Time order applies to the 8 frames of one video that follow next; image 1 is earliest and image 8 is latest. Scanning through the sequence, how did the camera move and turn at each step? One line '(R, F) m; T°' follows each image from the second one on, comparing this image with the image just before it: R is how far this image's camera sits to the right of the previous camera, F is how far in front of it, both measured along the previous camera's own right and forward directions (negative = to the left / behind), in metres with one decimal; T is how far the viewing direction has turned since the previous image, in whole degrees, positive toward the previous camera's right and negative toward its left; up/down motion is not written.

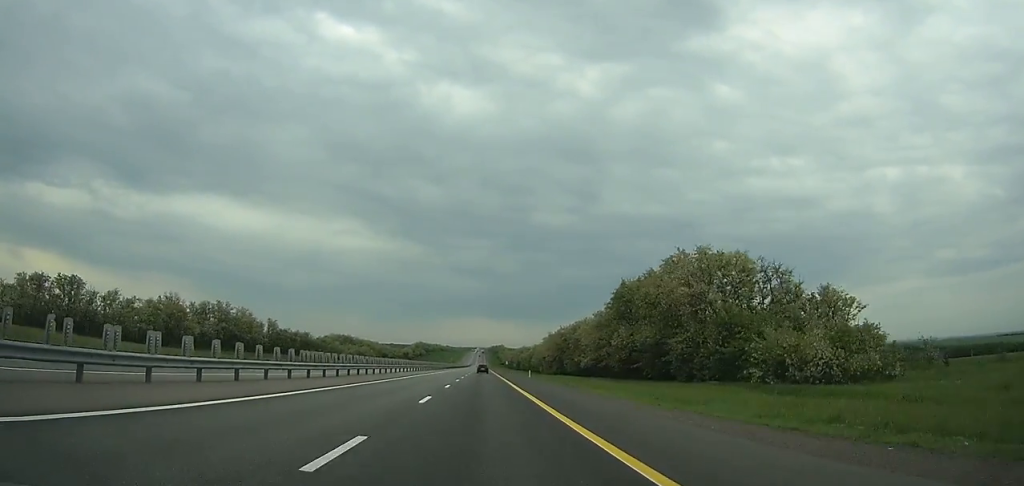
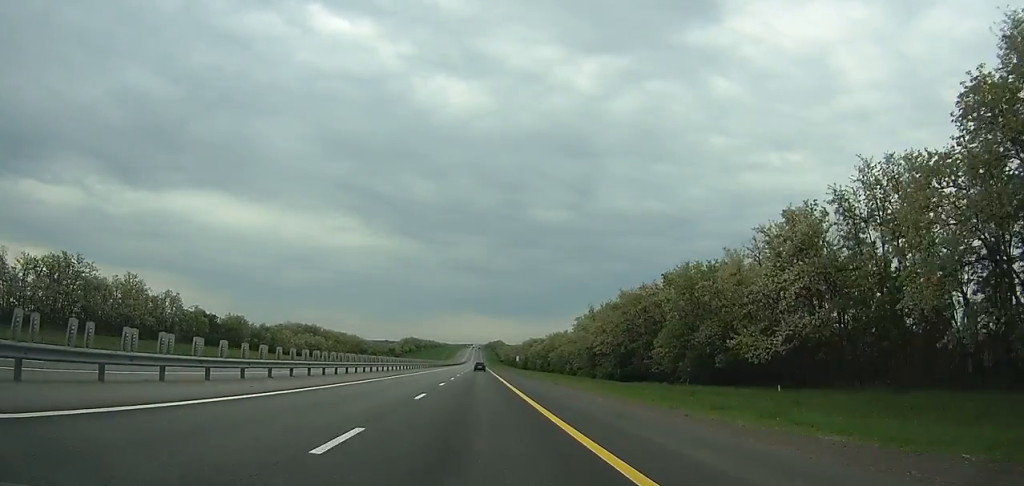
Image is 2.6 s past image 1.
(+0.2, +69.5) m; 0°
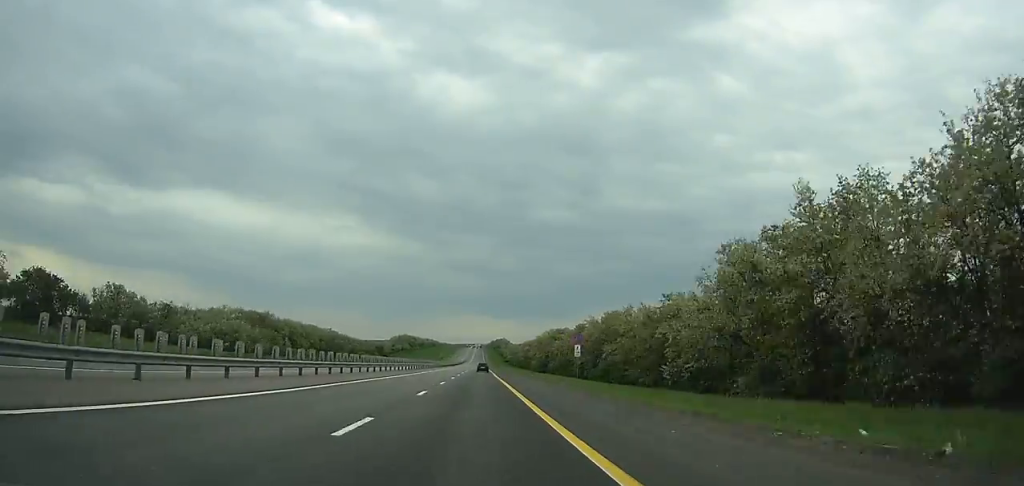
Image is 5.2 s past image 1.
(+0.1, +69.9) m; 0°
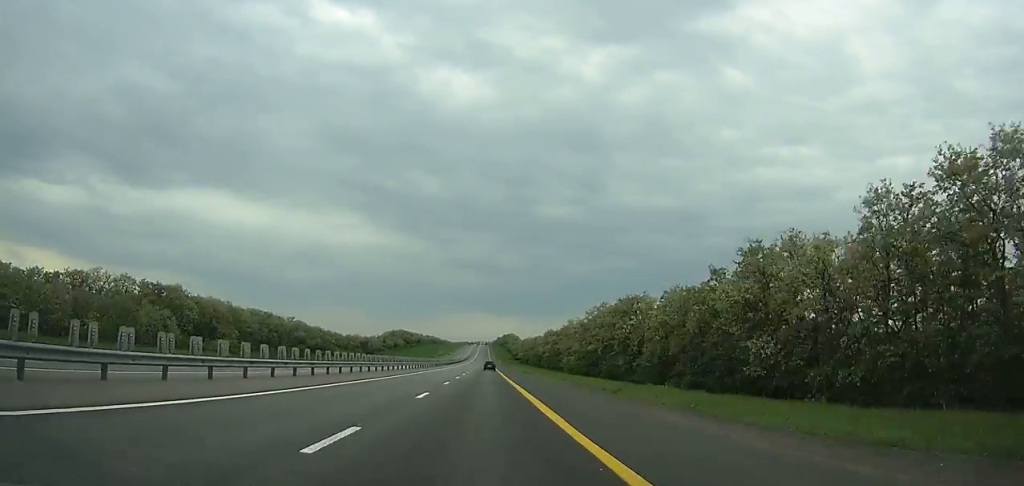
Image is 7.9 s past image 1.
(-0.1, +72.8) m; 0°
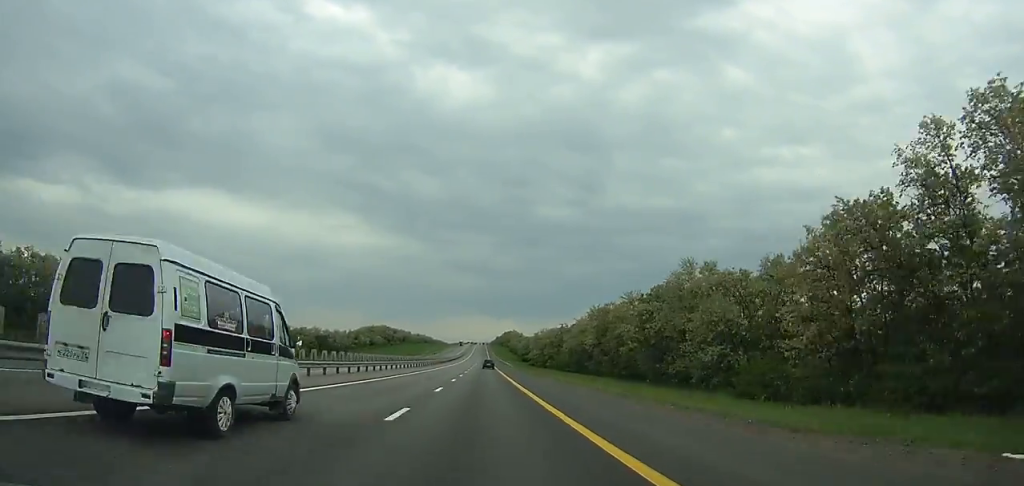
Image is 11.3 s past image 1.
(+0.1, +91.7) m; 0°
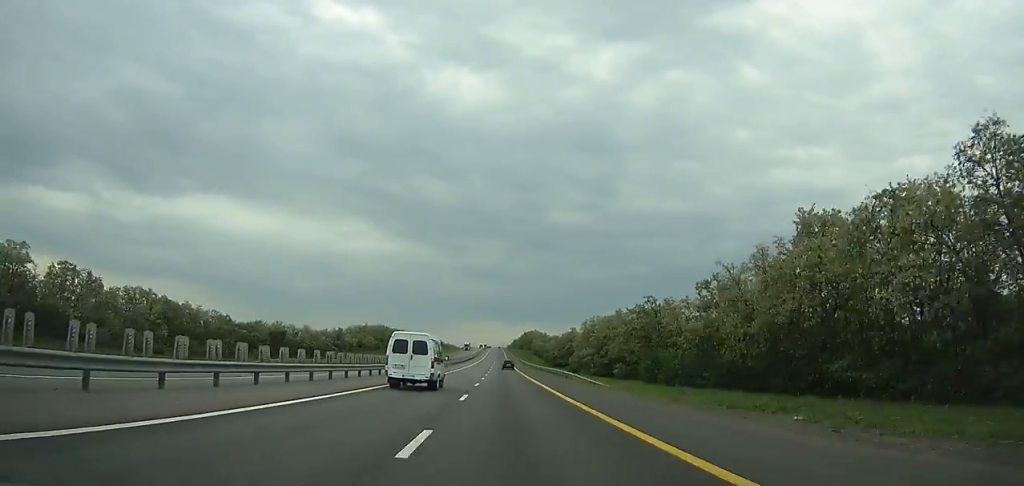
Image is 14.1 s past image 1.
(-0.3, +75.9) m; 0°
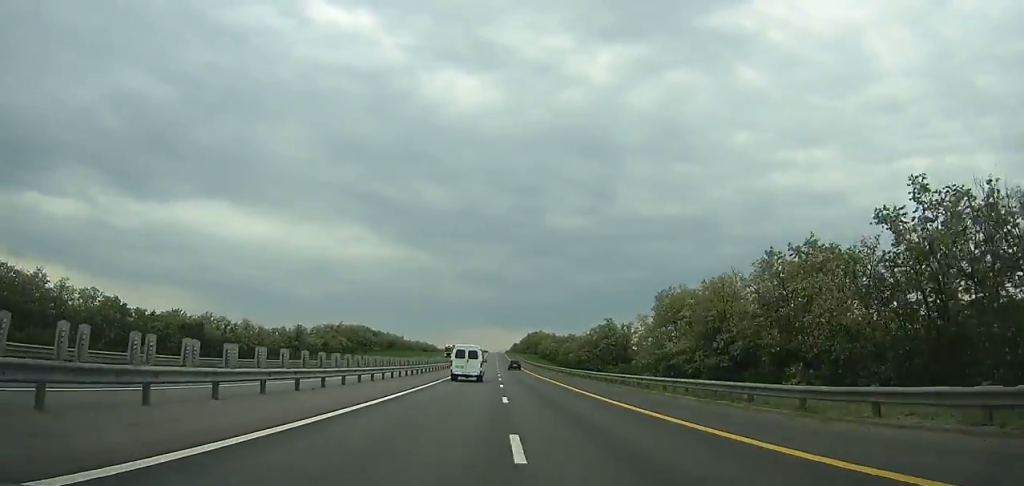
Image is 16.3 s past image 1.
(-0.3, +60.0) m; 0°
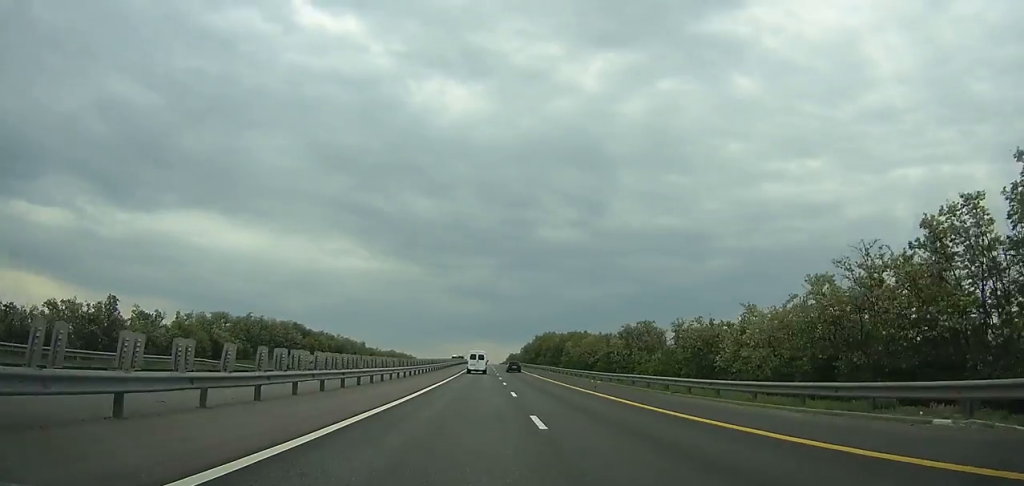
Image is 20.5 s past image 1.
(+0.4, +115.8) m; +1°
